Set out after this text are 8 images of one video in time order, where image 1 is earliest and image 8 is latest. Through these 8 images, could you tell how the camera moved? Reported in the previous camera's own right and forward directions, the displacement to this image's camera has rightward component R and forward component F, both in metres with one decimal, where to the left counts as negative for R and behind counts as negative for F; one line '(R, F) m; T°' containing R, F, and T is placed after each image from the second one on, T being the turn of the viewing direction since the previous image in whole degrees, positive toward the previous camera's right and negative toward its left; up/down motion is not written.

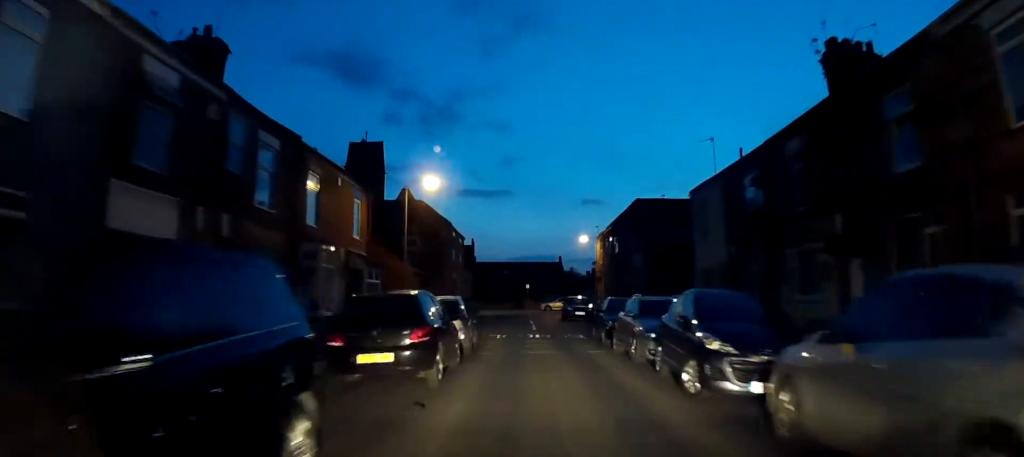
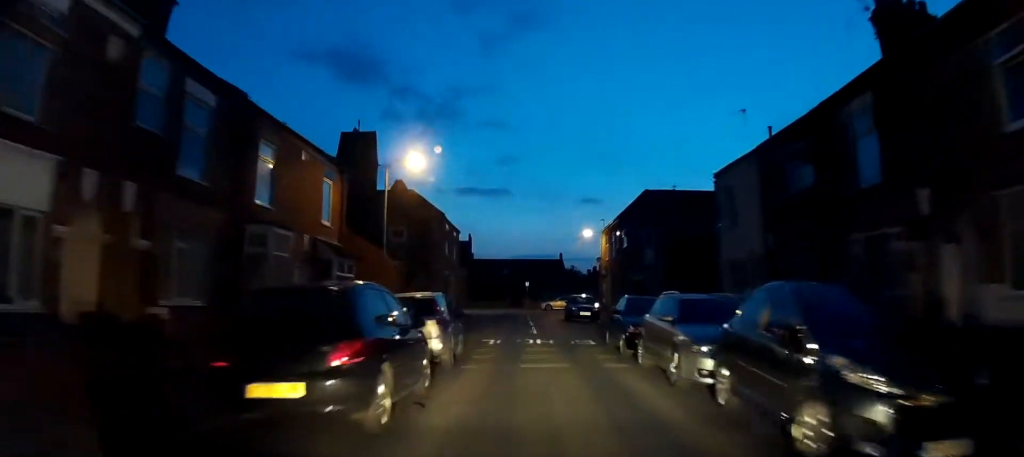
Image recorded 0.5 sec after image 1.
(0.0, +3.7) m; +1°
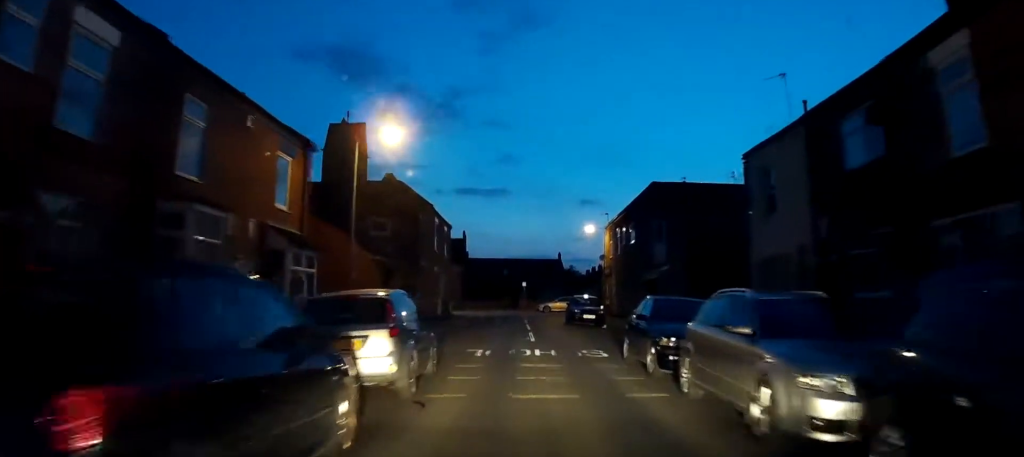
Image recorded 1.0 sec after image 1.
(0.0, +3.7) m; +2°
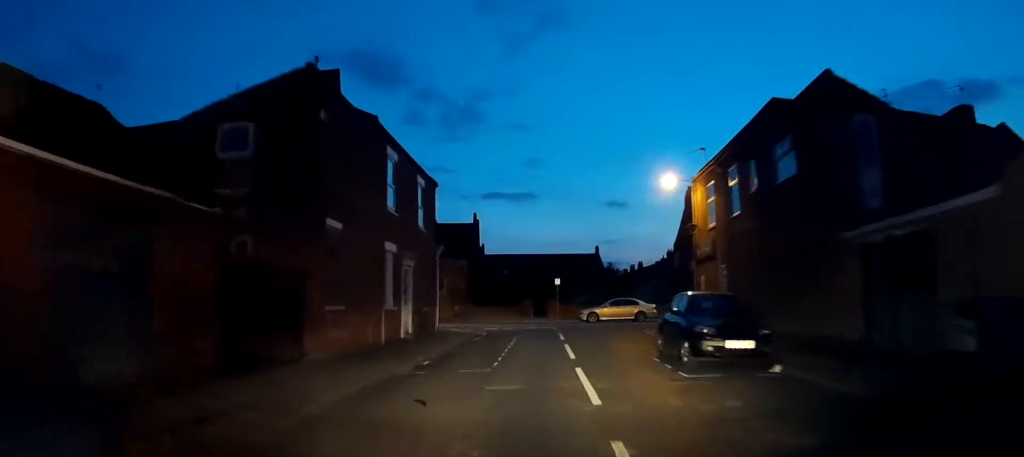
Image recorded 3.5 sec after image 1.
(-1.2, +18.3) m; -7°
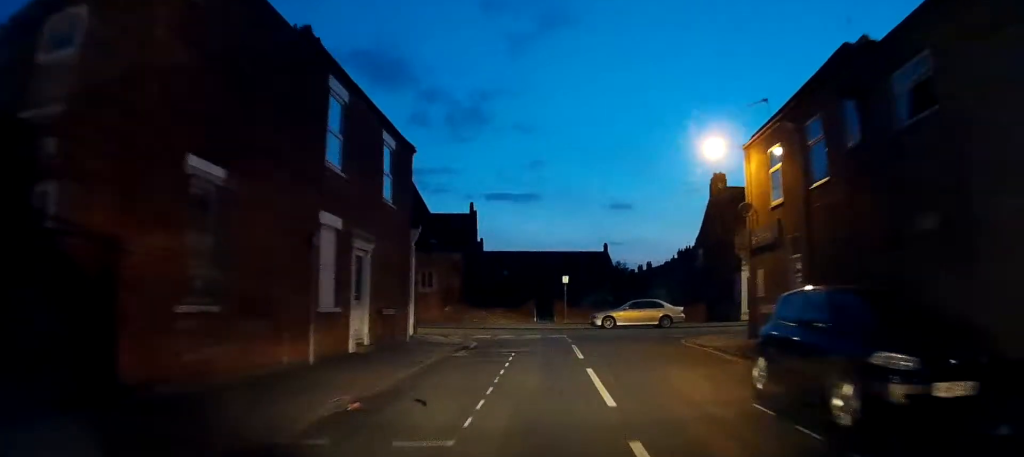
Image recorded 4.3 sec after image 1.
(+0.2, +6.4) m; -2°
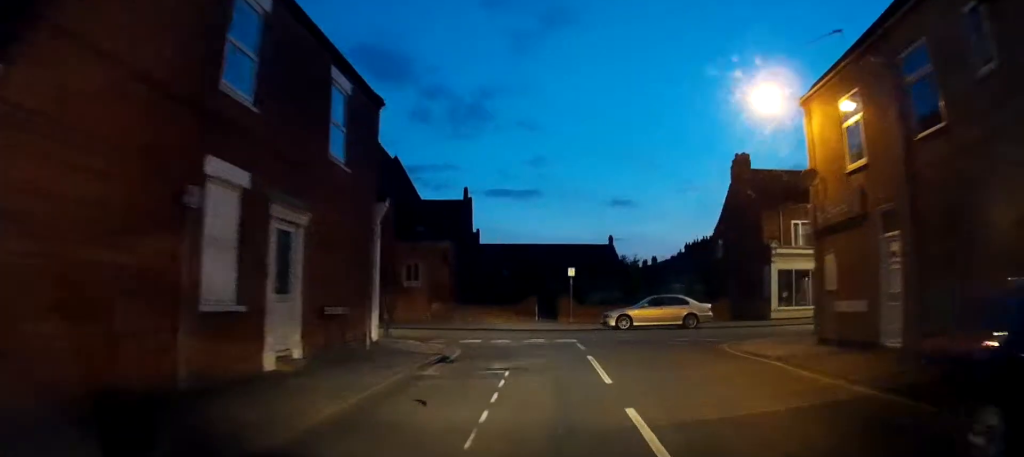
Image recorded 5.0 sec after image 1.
(-0.2, +5.1) m; -5°
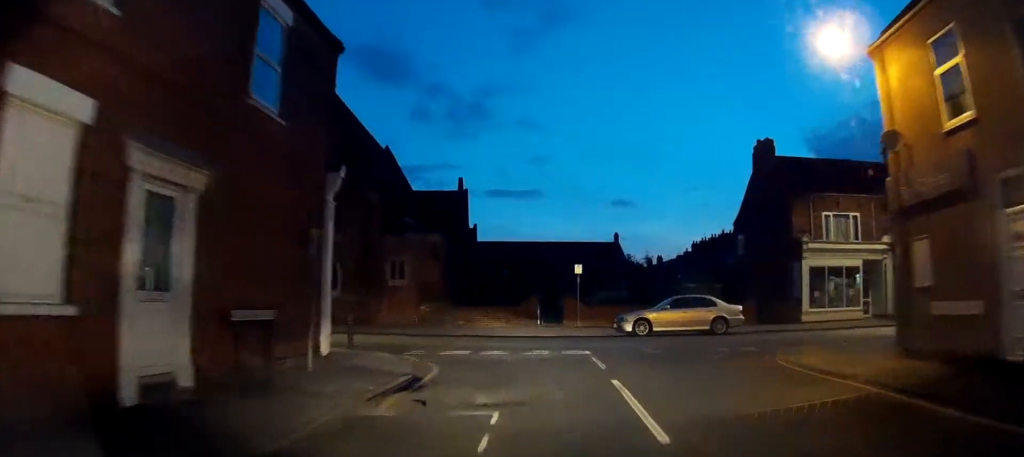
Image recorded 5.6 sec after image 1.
(-0.2, +4.1) m; -4°
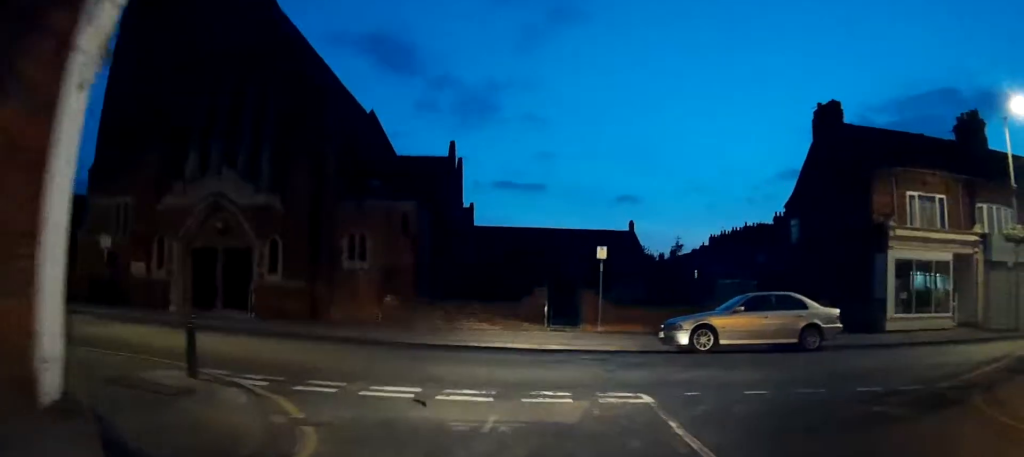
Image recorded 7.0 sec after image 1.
(-0.7, +8.9) m; -3°
